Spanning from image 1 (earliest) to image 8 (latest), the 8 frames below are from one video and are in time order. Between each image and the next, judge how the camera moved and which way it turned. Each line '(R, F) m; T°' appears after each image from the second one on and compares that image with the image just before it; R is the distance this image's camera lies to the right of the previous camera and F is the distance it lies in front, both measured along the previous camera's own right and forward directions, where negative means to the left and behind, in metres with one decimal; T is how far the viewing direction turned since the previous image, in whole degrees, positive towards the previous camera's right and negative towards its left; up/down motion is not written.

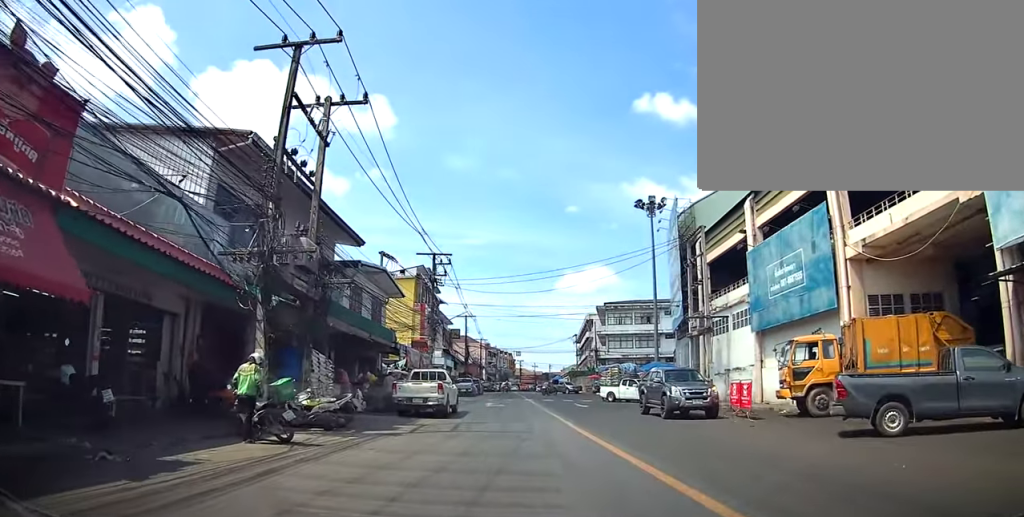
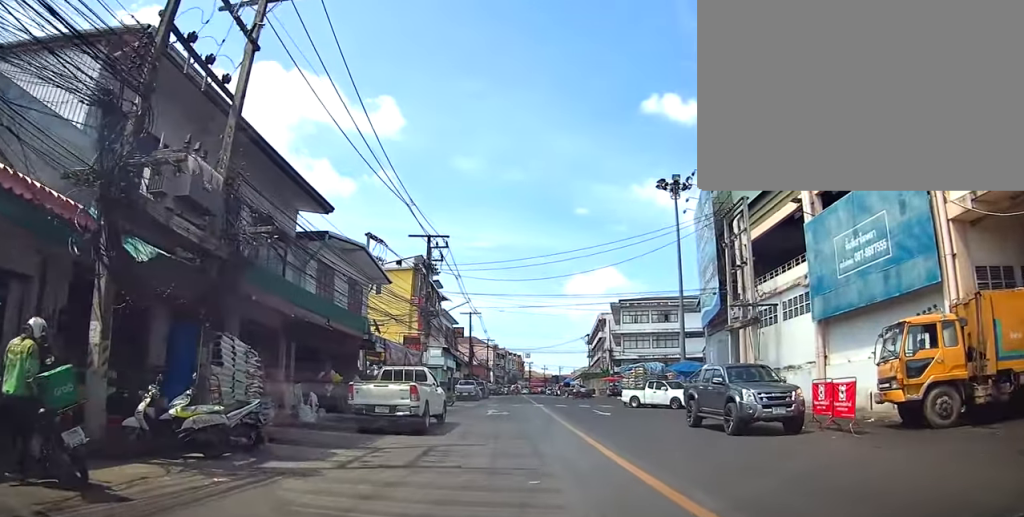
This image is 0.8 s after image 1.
(0.0, +4.7) m; 0°
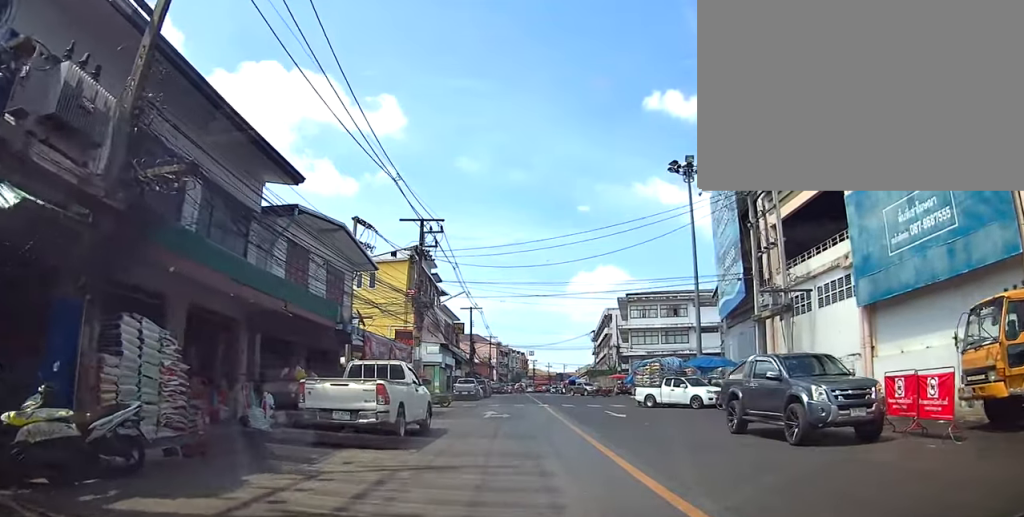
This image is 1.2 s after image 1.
(0.0, +2.7) m; 0°
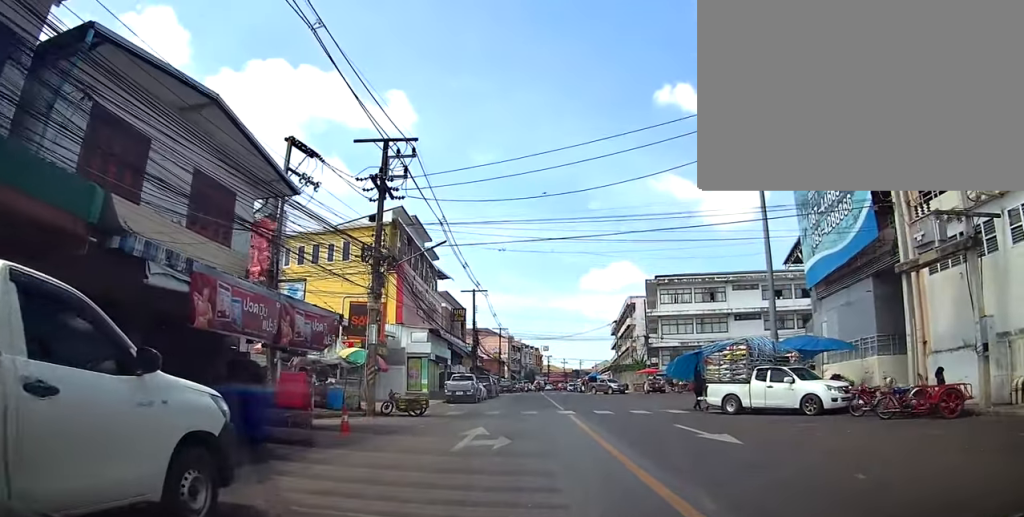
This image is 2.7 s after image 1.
(0.0, +9.5) m; 0°
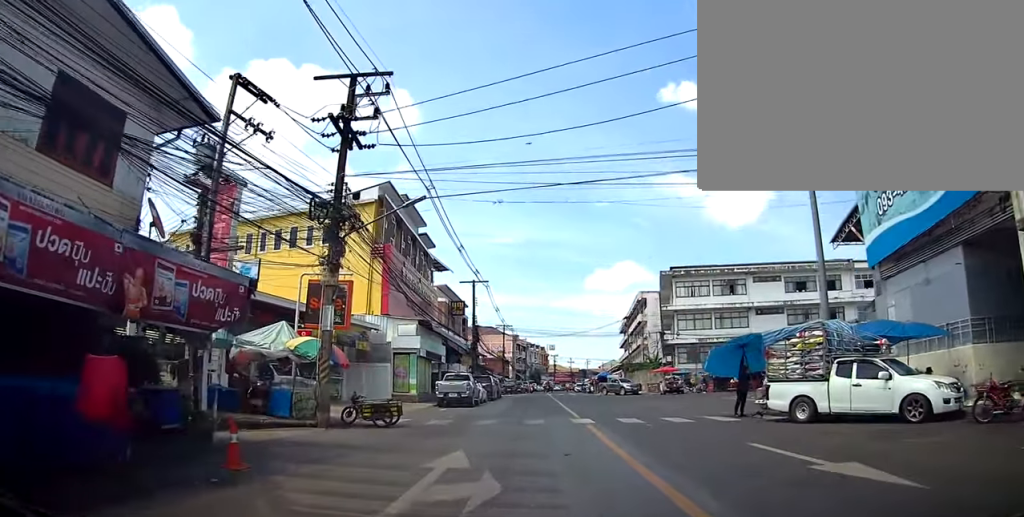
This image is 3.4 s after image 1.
(0.0, +4.6) m; 0°
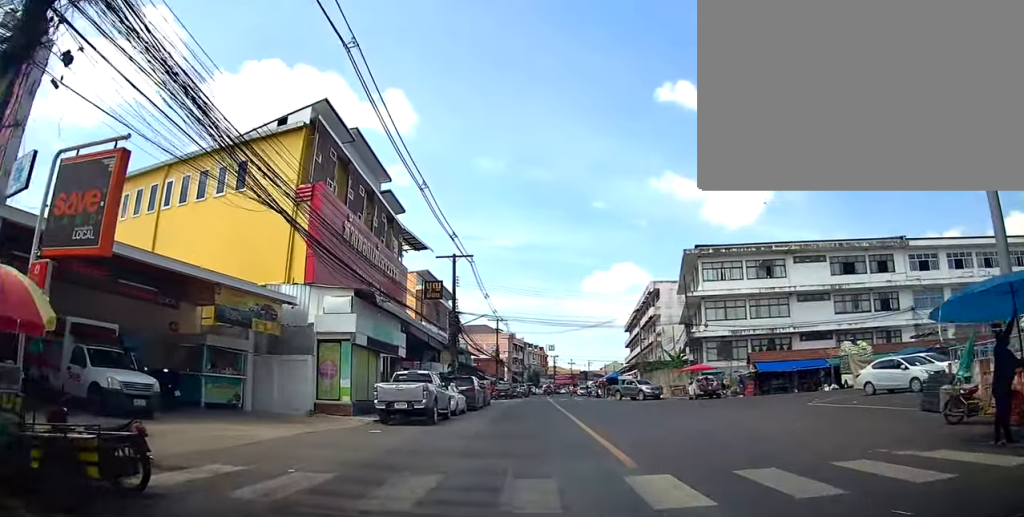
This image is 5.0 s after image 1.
(0.0, +10.2) m; 0°
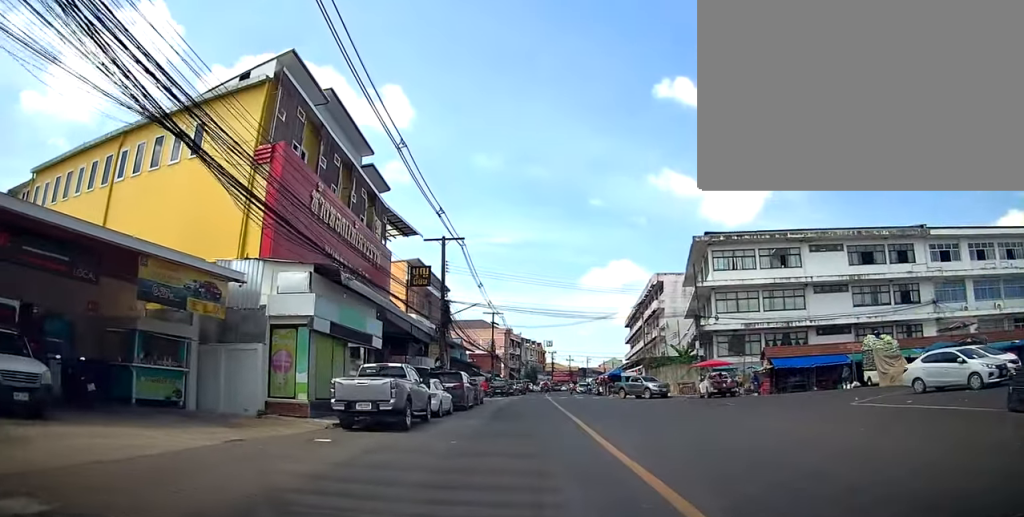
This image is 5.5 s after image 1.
(0.0, +3.6) m; 0°
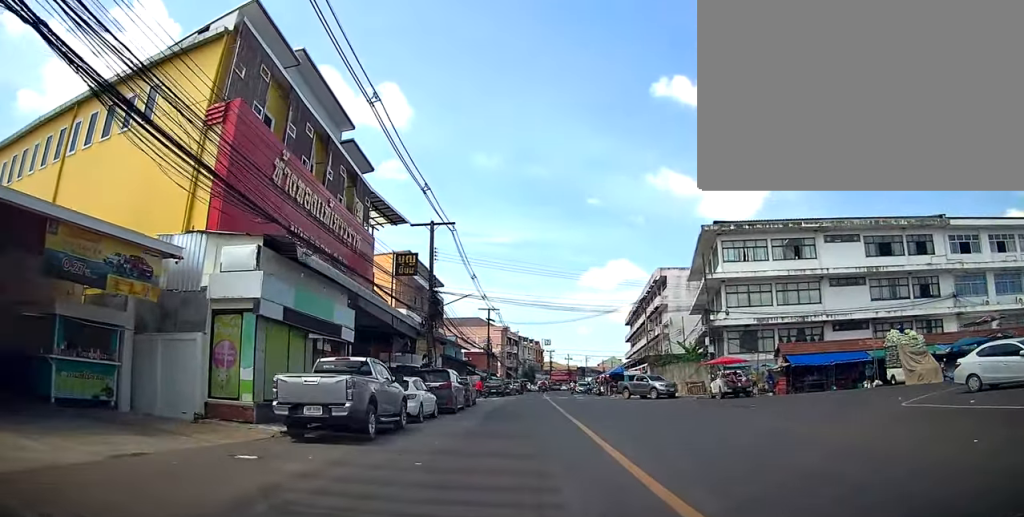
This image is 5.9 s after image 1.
(0.0, +3.2) m; 0°
